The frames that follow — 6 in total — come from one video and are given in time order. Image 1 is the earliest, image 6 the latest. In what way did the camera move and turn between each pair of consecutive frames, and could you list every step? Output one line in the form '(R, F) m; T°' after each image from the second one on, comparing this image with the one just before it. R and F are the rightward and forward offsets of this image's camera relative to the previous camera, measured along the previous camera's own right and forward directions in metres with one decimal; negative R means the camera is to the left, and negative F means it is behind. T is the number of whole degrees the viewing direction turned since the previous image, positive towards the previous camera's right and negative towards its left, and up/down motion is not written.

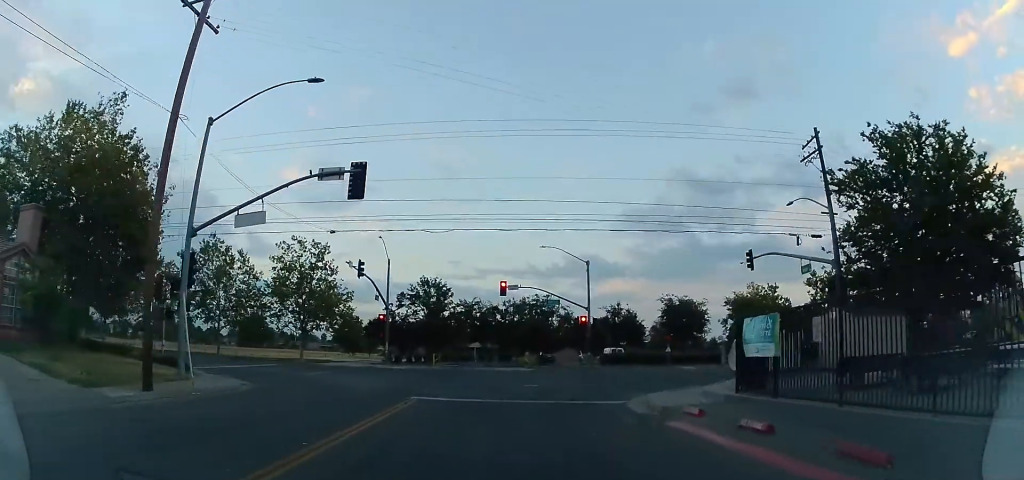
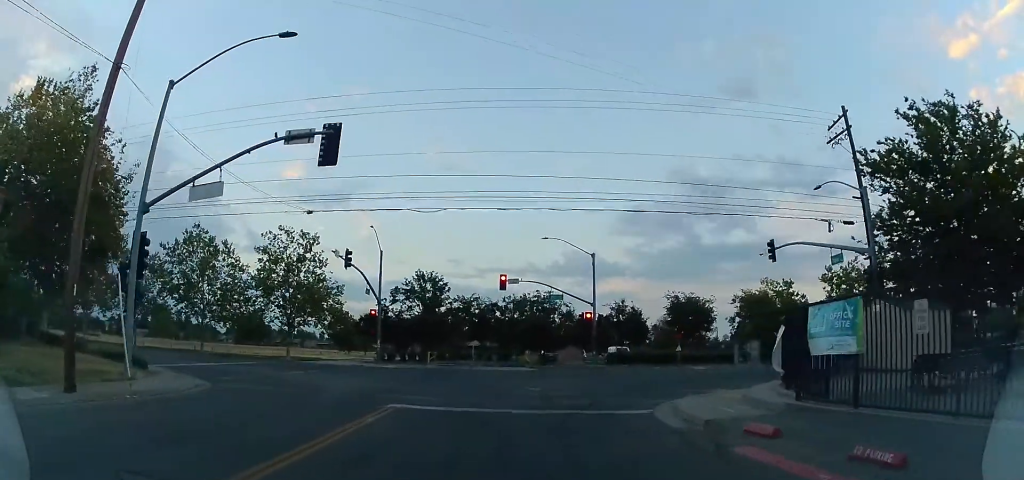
(-0.1, +3.5) m; -1°
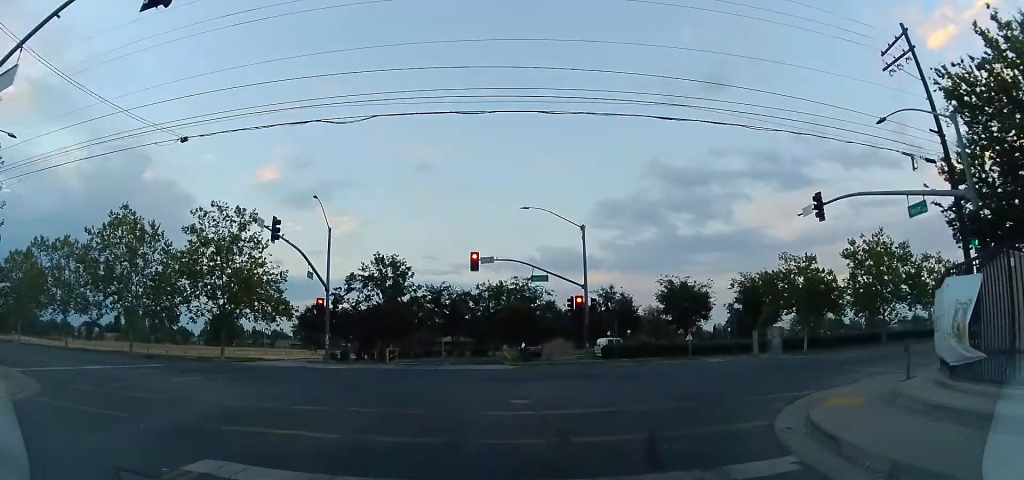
(0.0, +8.7) m; +4°
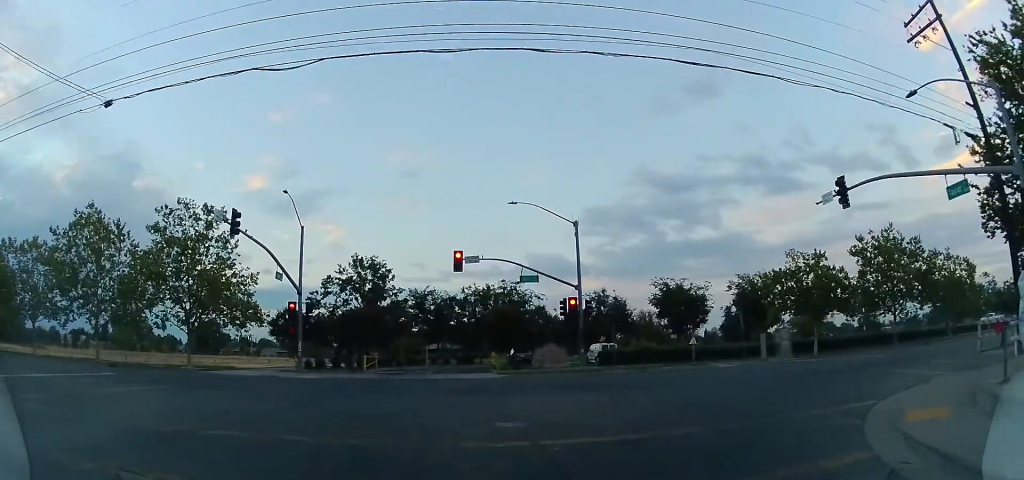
(+0.1, +3.5) m; +4°
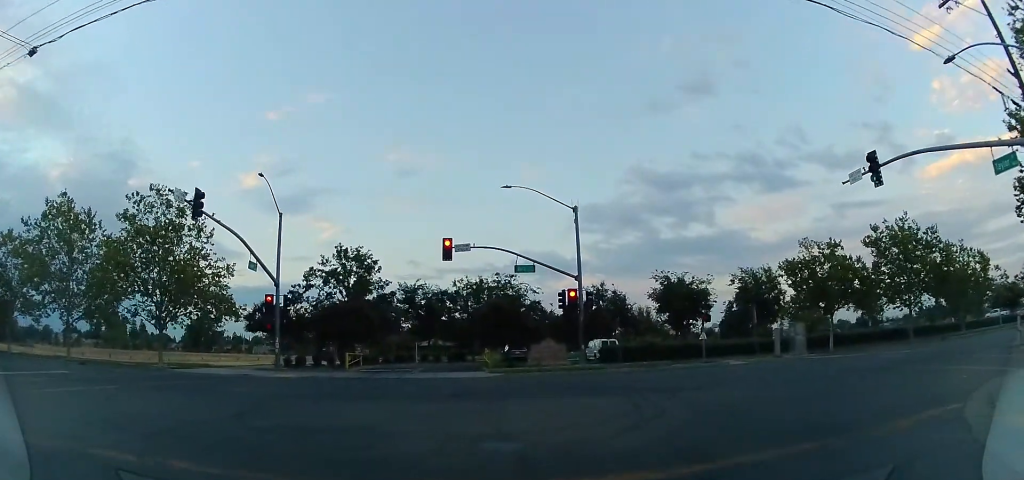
(+0.1, +3.2) m; +4°
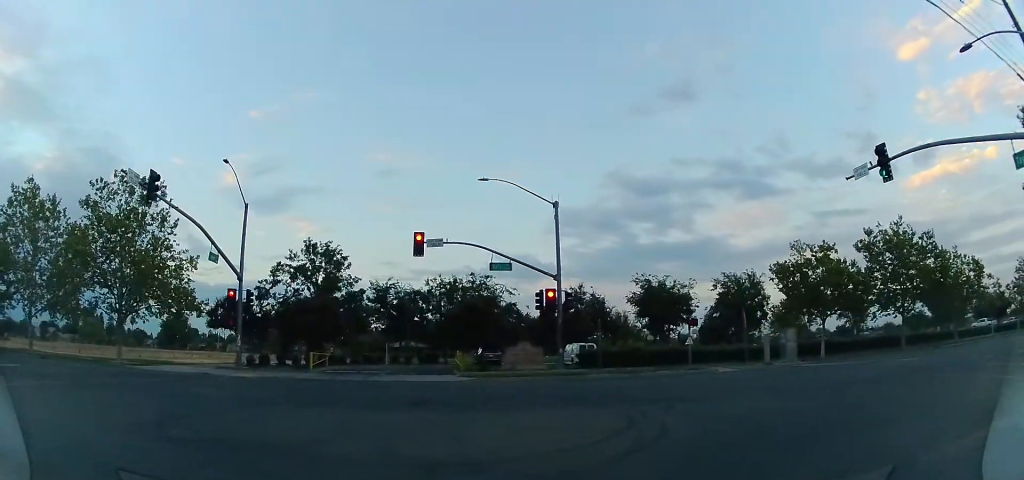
(0.0, +1.9) m; +6°
